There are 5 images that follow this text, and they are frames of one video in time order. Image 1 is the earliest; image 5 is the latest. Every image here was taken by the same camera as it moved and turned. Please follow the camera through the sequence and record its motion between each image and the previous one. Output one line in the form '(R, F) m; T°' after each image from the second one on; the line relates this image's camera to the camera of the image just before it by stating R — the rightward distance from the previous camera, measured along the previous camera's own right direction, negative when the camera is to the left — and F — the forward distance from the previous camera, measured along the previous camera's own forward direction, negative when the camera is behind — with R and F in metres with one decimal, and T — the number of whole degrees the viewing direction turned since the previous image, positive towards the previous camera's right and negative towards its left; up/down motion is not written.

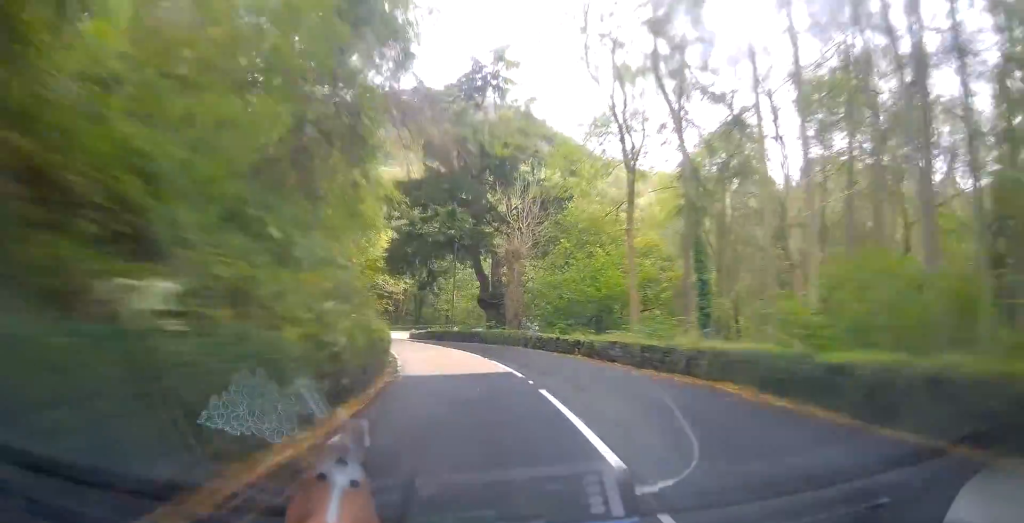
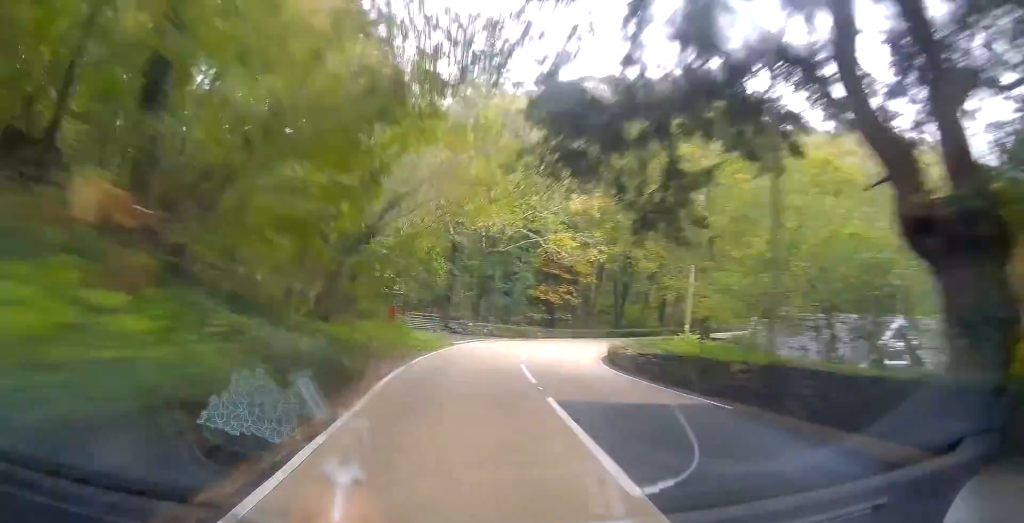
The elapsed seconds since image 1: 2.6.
(-4.9, +35.5) m; -16°
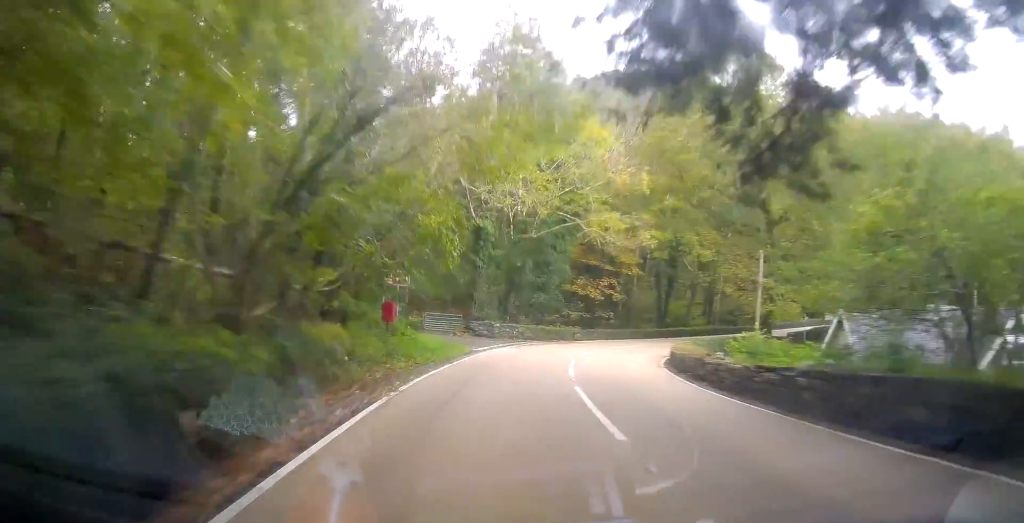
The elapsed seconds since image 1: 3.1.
(-0.2, +6.7) m; -2°
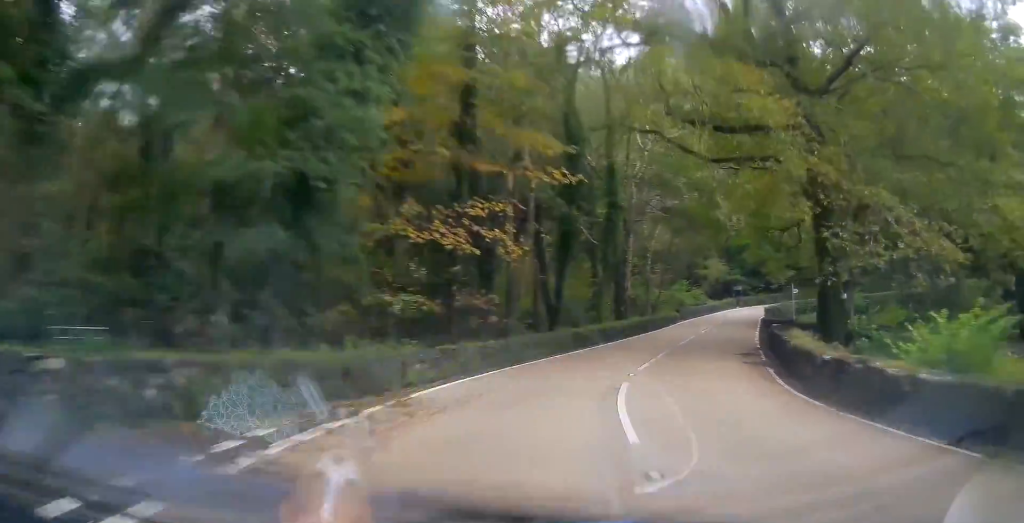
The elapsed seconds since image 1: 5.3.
(+3.4, +28.0) m; +20°
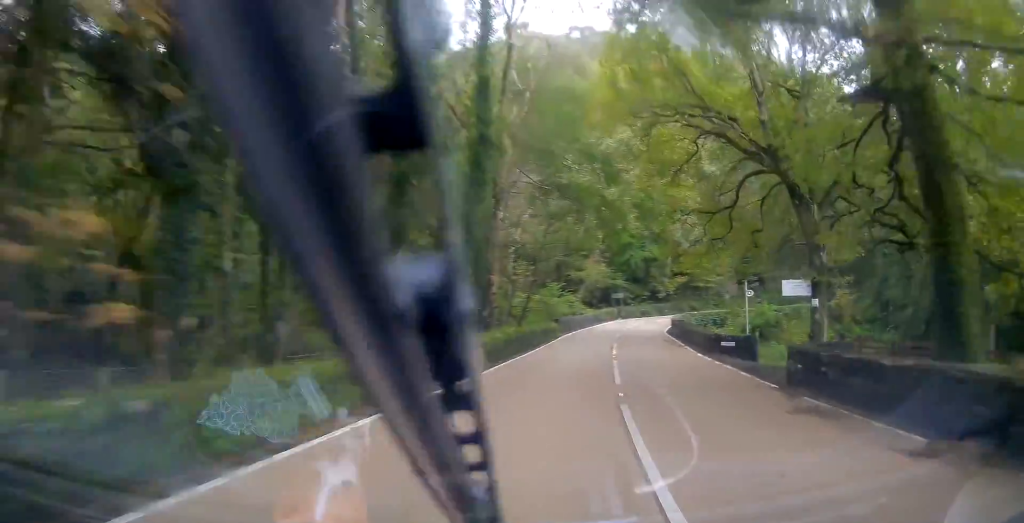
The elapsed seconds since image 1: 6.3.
(+1.5, +13.6) m; +10°
